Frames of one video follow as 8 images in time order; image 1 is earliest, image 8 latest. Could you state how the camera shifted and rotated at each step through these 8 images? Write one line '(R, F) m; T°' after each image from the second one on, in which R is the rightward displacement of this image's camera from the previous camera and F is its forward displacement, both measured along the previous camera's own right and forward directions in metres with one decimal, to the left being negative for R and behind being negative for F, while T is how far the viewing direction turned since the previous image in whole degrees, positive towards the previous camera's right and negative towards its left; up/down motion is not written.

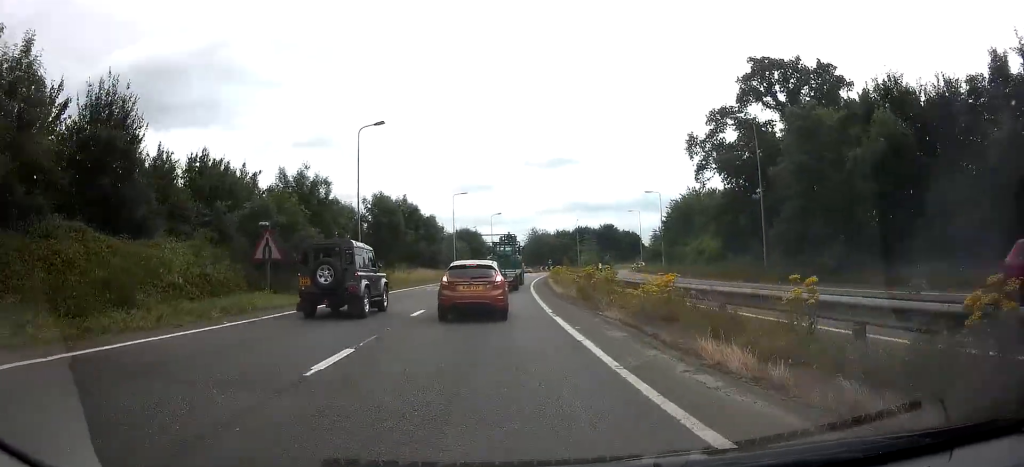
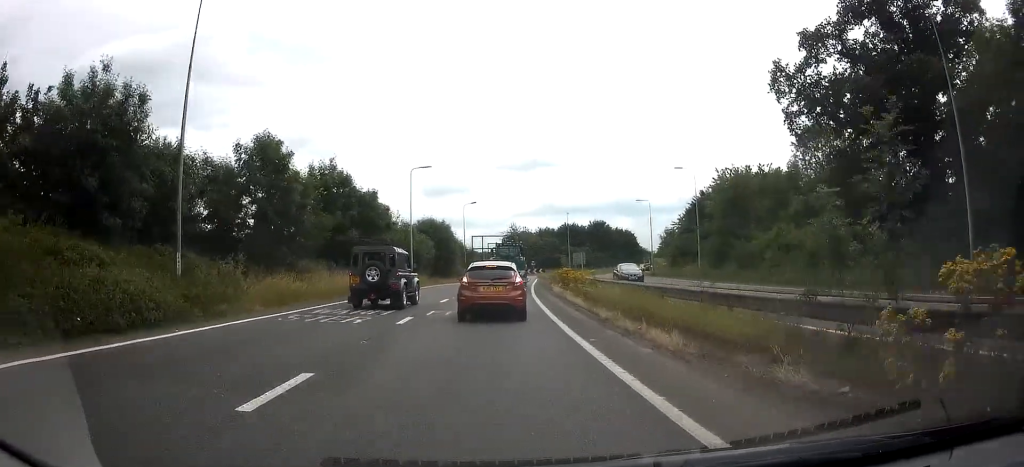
(+0.6, +19.4) m; +4°
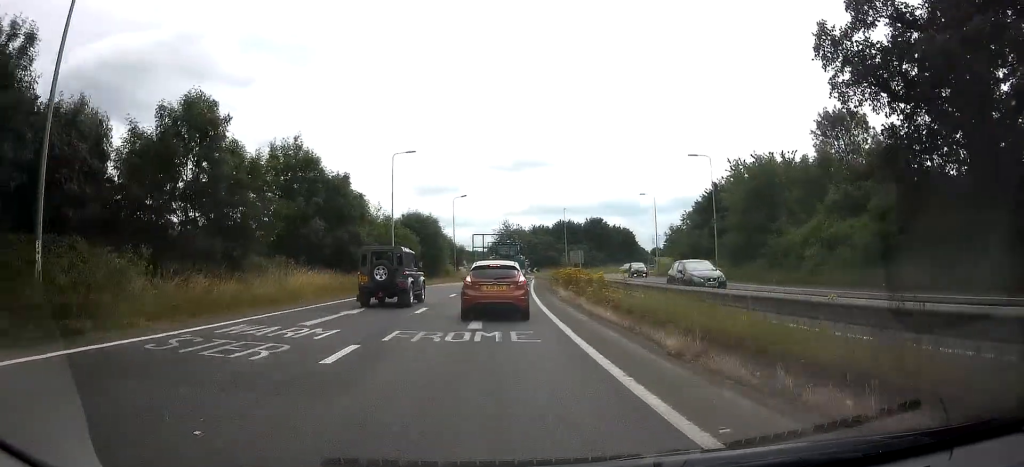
(+0.1, +5.7) m; +1°
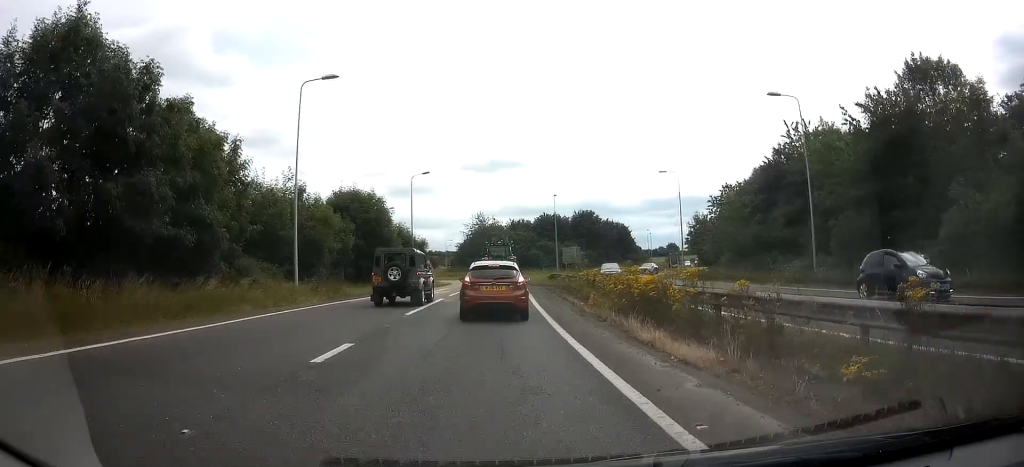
(0.0, +17.8) m; 0°
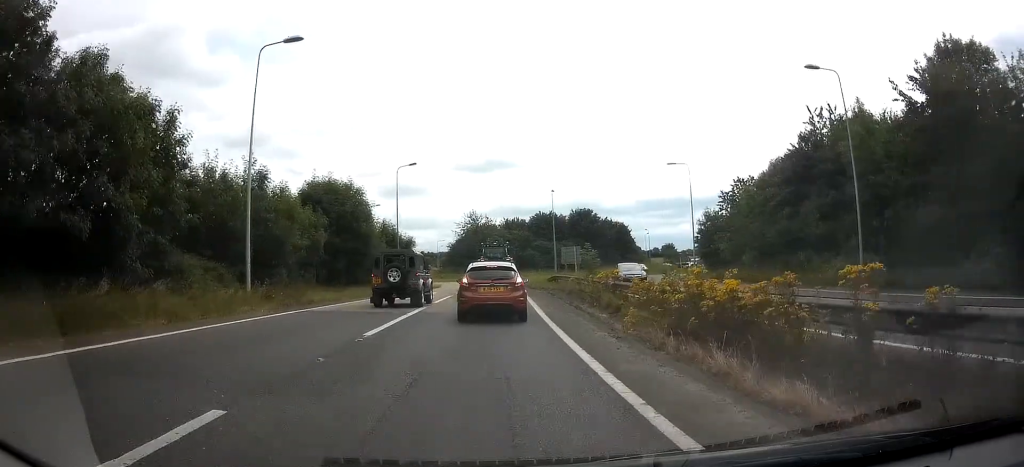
(0.0, +4.8) m; +1°
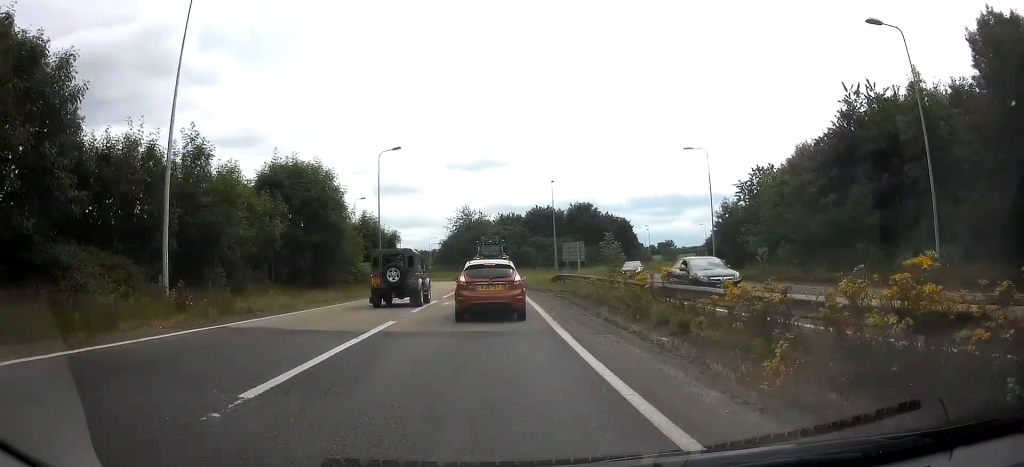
(-0.1, +5.7) m; +1°
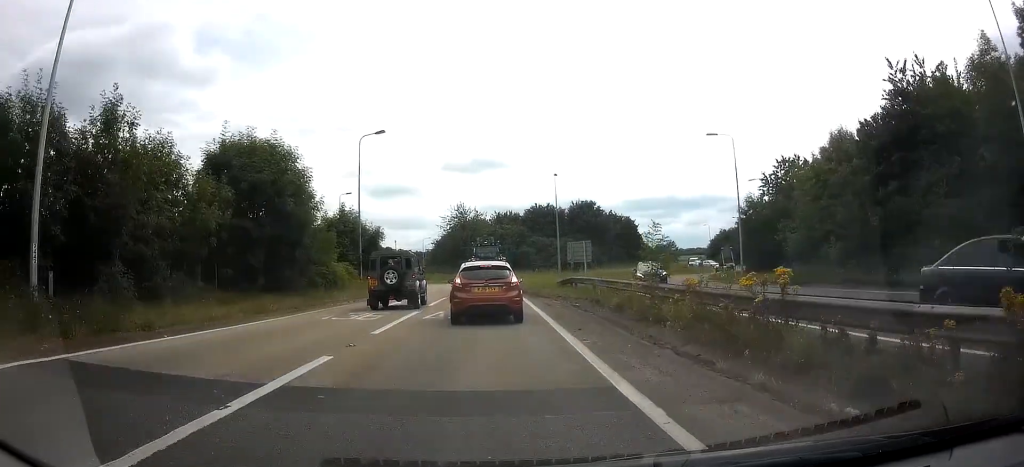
(+0.1, +5.7) m; +1°
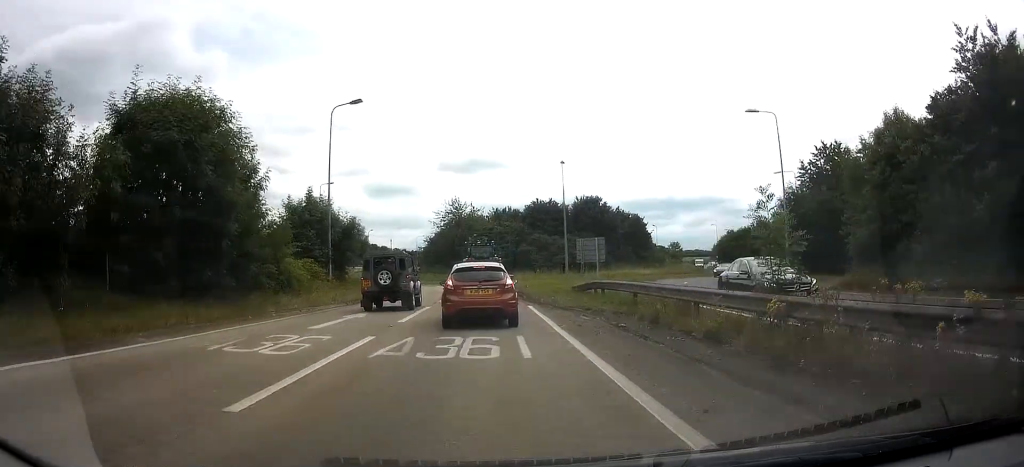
(+0.2, +6.9) m; +1°
